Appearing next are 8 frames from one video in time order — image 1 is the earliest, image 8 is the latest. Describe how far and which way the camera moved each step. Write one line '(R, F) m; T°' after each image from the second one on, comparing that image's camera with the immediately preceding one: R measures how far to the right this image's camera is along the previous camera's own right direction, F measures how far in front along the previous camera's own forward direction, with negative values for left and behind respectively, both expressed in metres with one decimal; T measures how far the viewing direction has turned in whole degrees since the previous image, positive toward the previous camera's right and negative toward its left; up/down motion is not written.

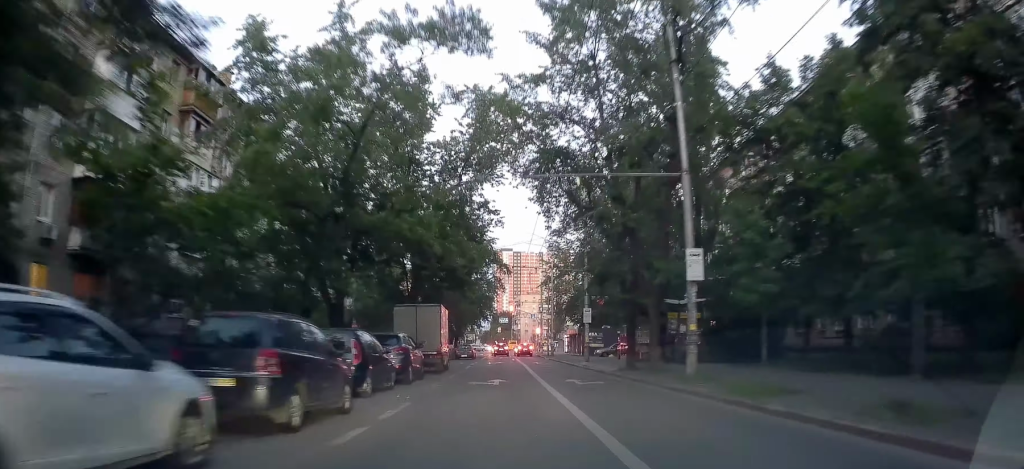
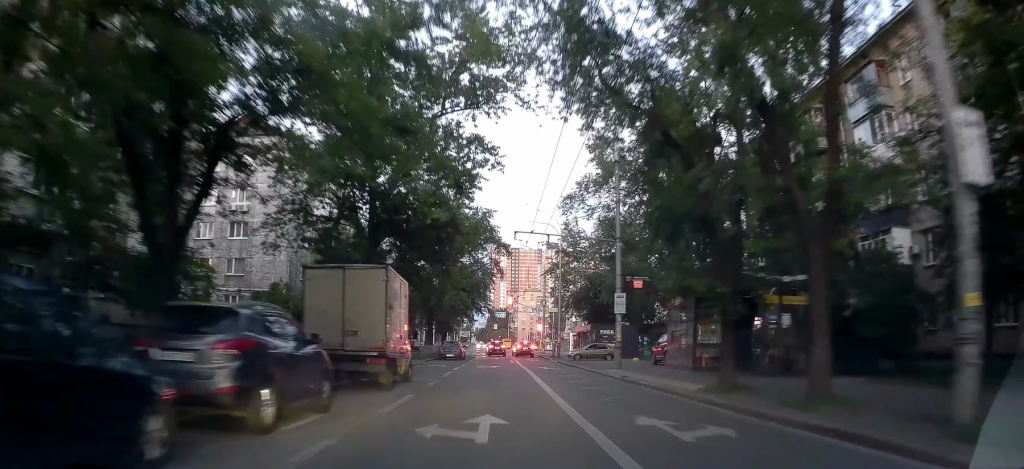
(-0.2, +12.8) m; 0°
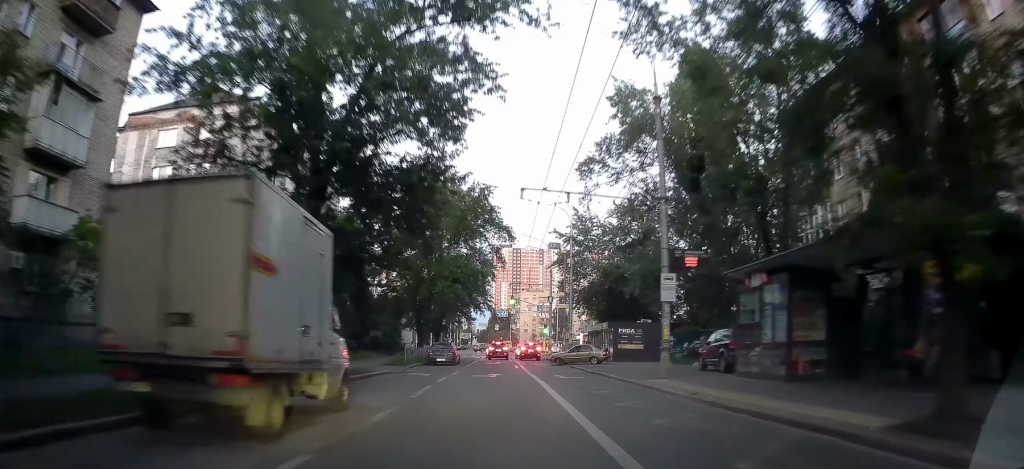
(-0.1, +8.0) m; +1°
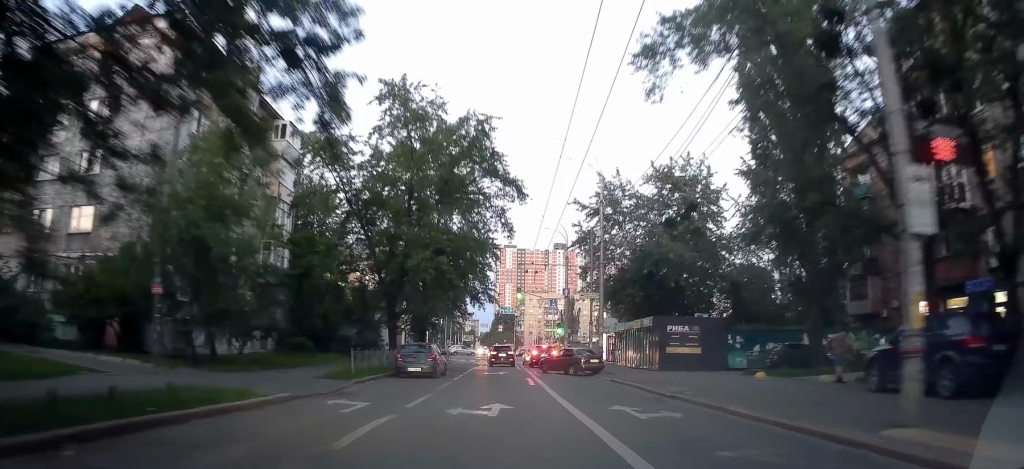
(+0.4, +13.5) m; +1°
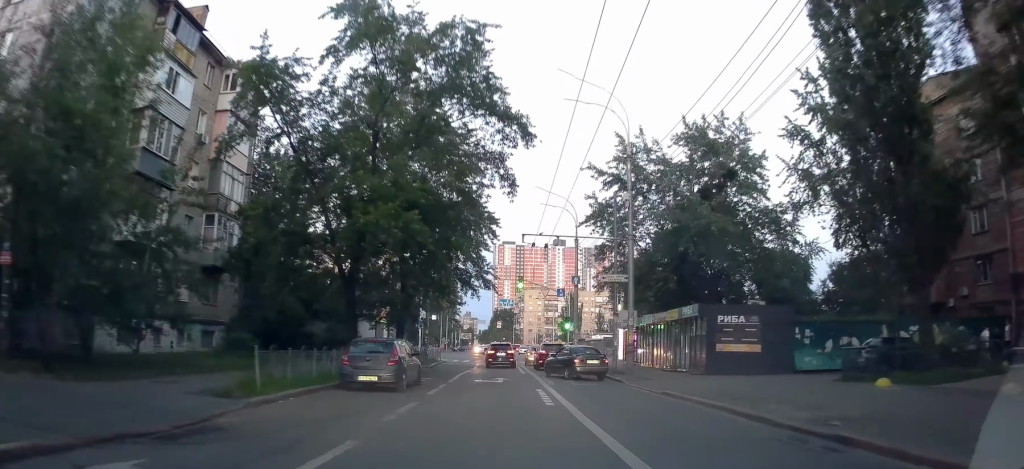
(+0.4, +9.0) m; +1°
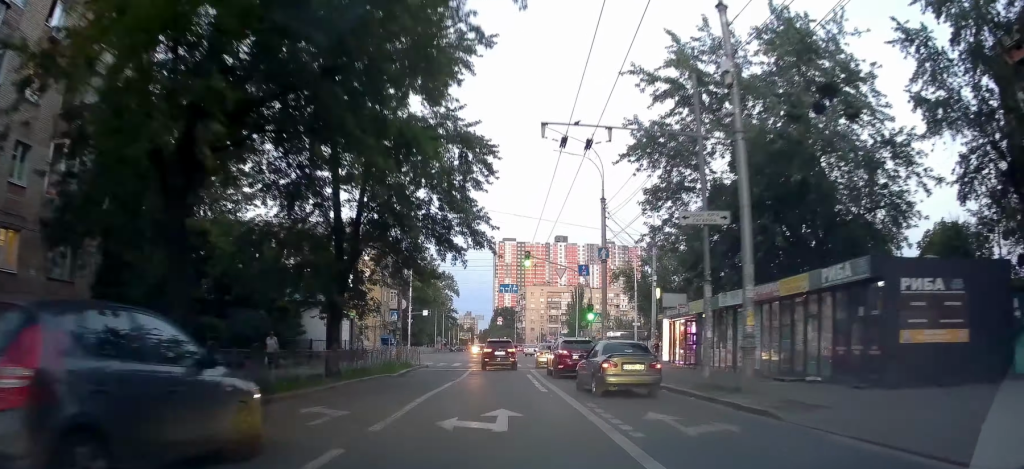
(-0.5, +13.5) m; 0°
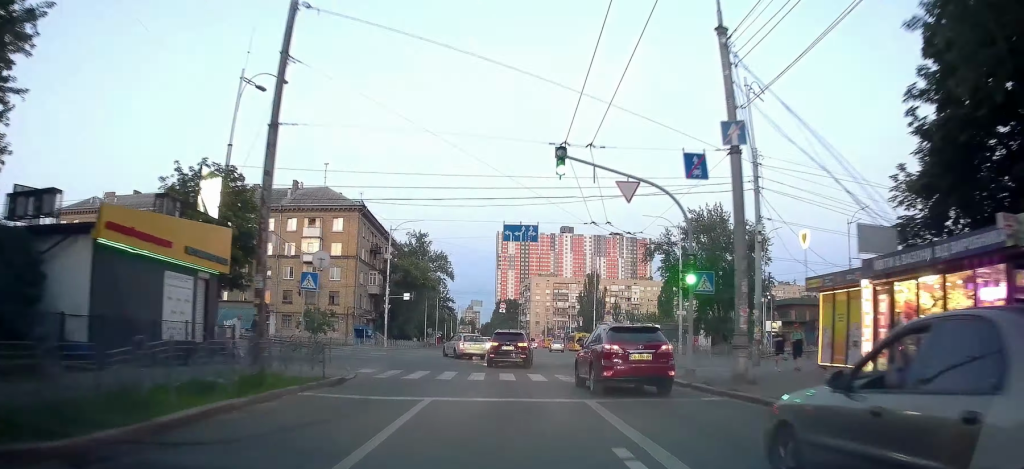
(+0.4, +21.0) m; 0°
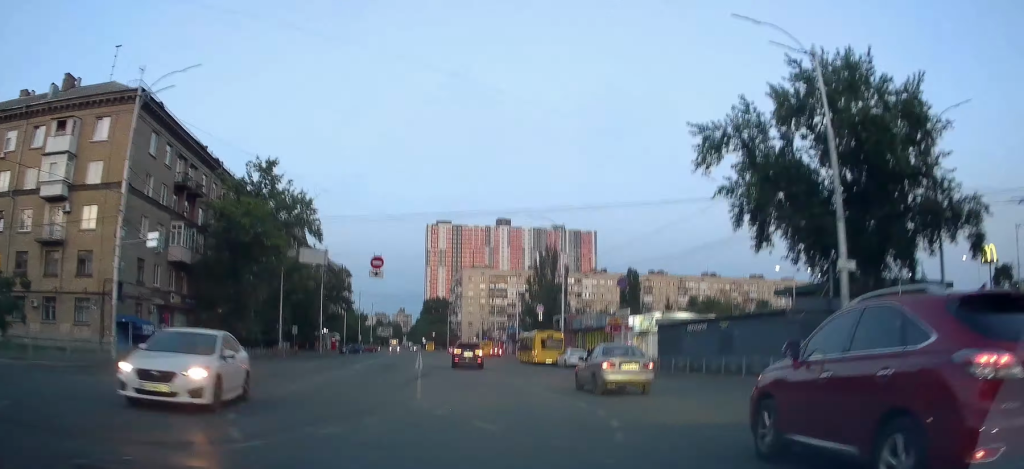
(+1.4, +46.1) m; +1°
